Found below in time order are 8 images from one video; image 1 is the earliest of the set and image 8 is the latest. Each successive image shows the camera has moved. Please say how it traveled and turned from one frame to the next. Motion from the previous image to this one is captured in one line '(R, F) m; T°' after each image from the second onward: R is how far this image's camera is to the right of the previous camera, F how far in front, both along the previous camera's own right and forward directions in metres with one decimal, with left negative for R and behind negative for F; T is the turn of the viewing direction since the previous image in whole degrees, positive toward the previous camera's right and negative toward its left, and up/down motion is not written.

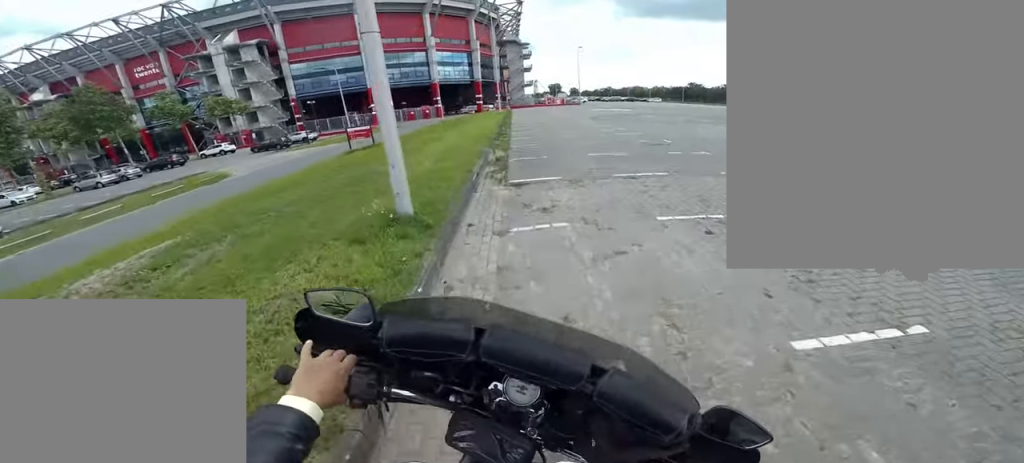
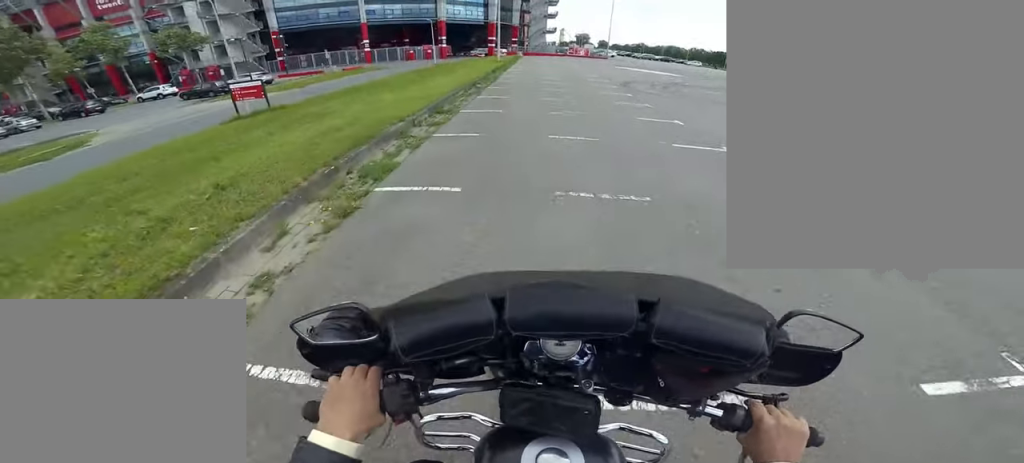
(-1.3, +15.7) m; -11°
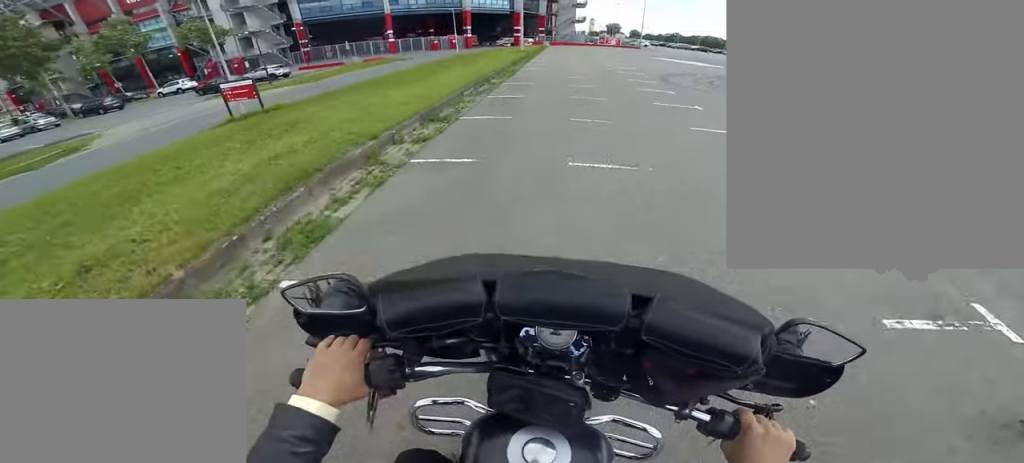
(-0.4, +2.9) m; -3°
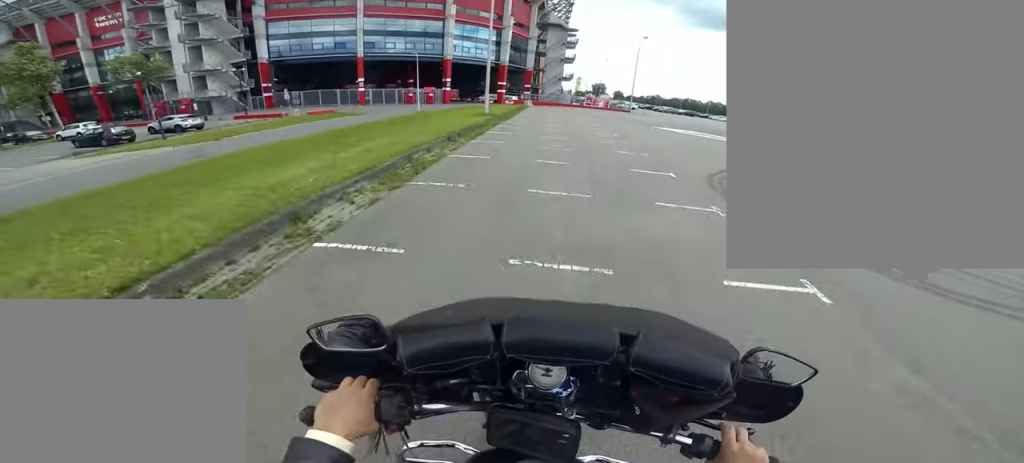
(-0.7, +11.3) m; 0°
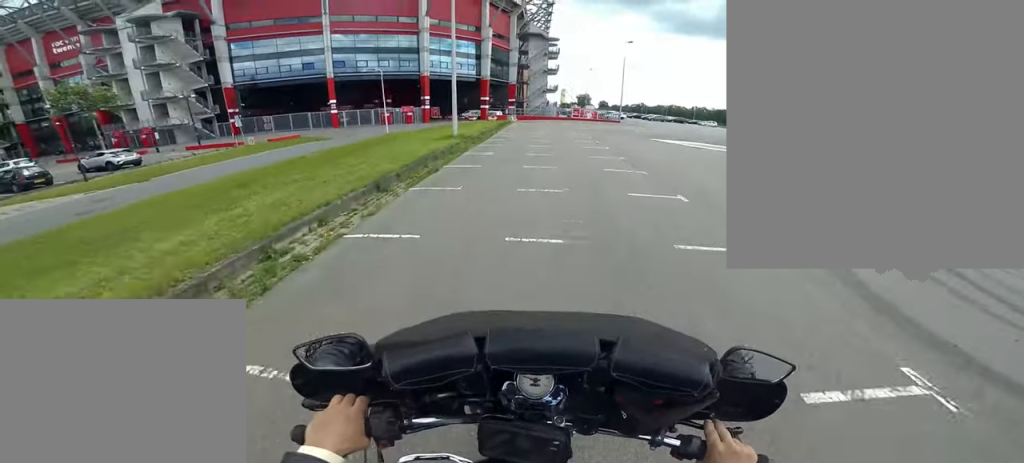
(+0.3, +4.8) m; +2°
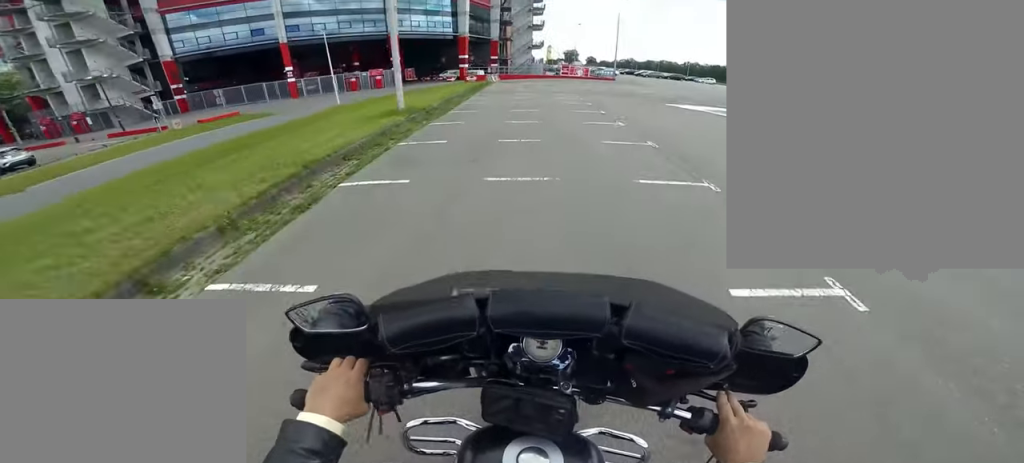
(+0.1, +4.9) m; +2°
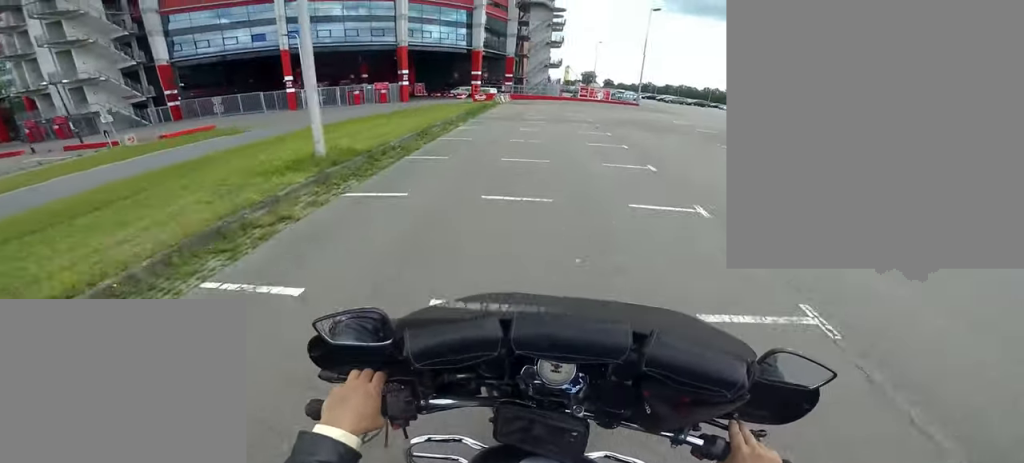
(0.0, +5.3) m; +1°
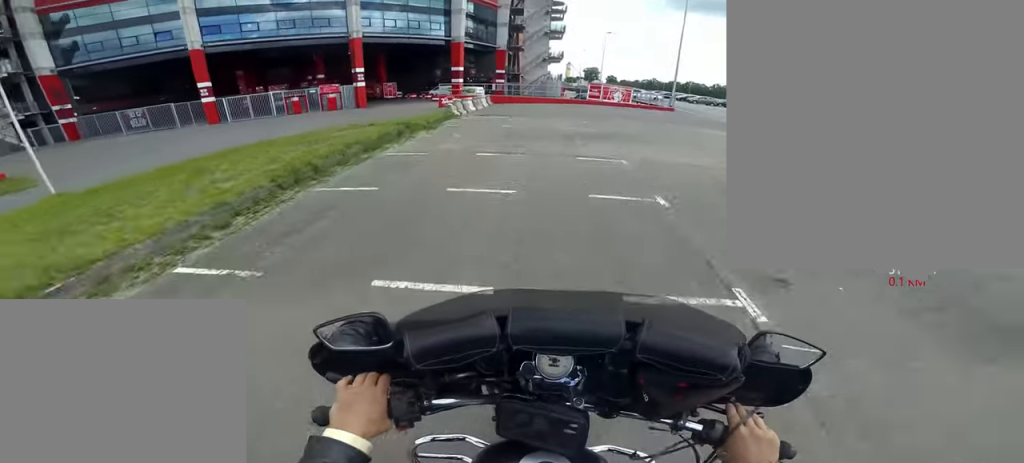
(+0.1, +11.3) m; -3°
